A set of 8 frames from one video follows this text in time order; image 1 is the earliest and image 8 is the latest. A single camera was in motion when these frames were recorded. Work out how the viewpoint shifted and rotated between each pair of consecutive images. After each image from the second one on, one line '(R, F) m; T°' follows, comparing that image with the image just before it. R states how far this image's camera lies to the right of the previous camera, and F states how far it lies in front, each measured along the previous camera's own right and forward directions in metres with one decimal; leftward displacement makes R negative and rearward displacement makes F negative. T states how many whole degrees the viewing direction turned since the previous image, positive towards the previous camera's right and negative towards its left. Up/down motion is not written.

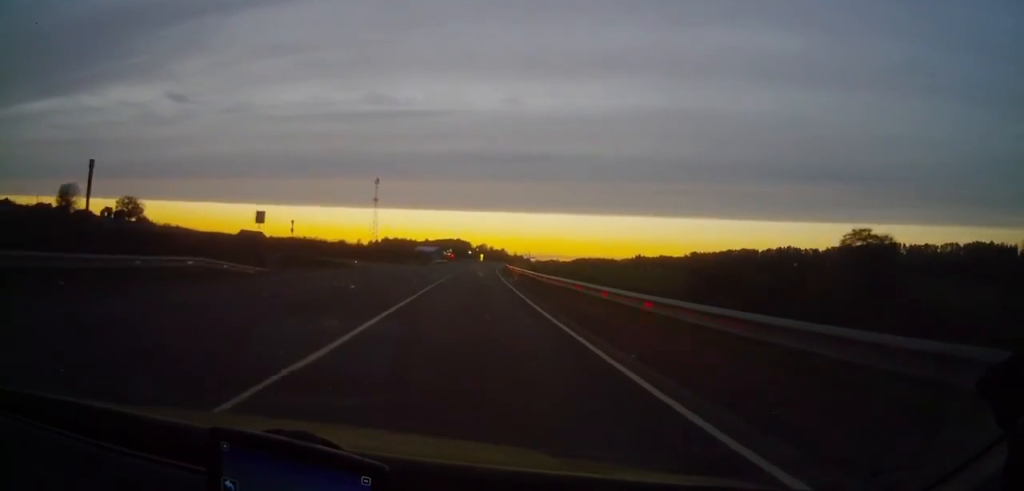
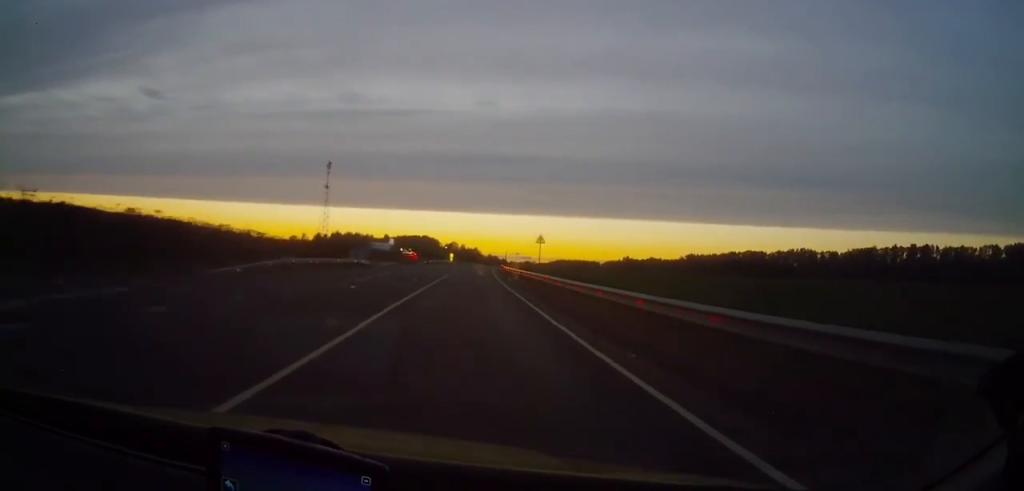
(+1.5, +85.6) m; +2°
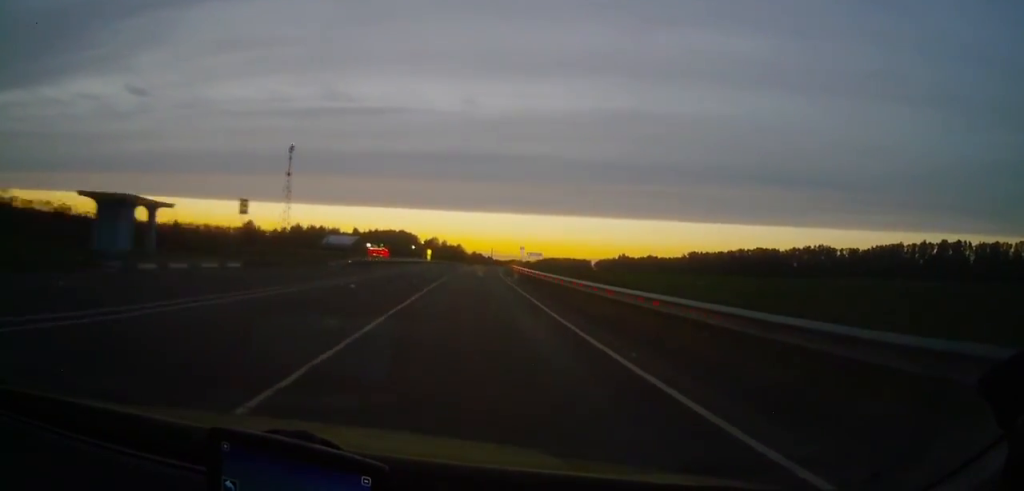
(+0.8, +58.6) m; +2°
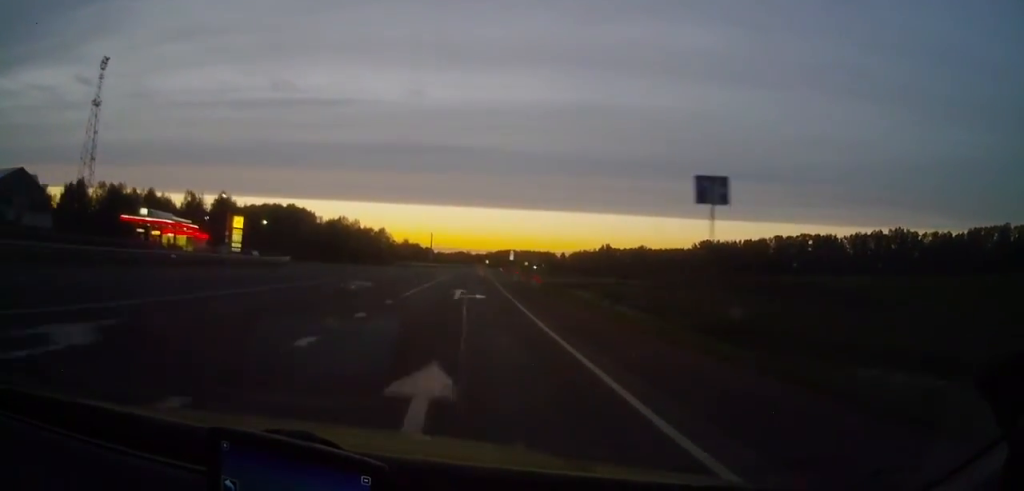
(+7.4, +173.1) m; +4°
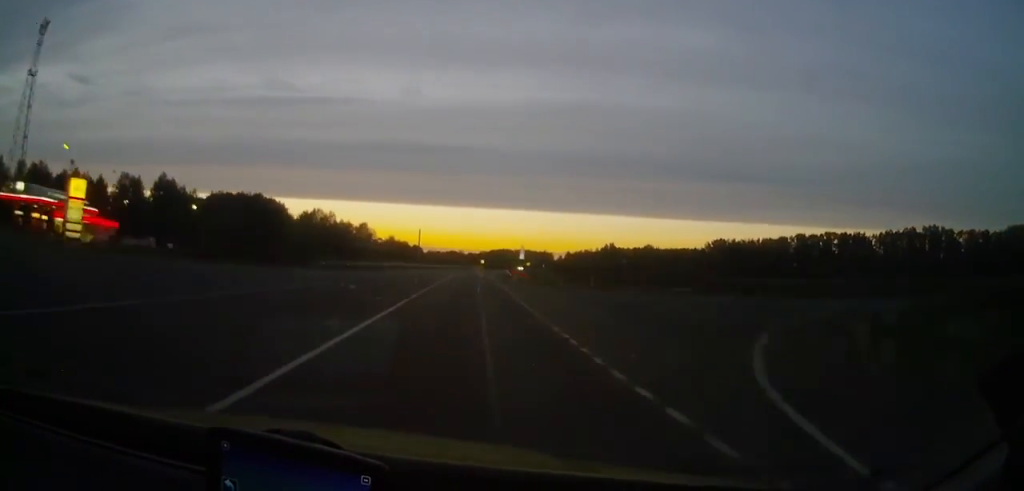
(+0.4, +43.2) m; +1°
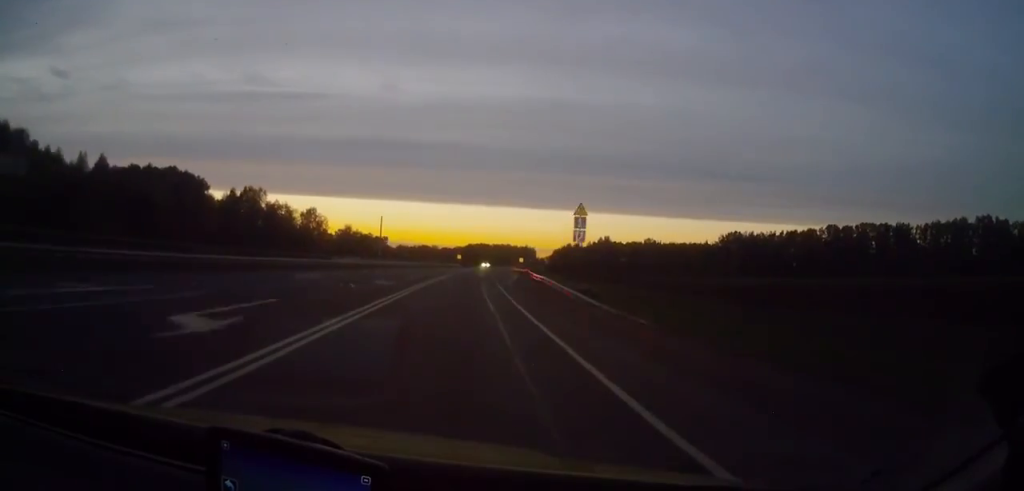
(+0.6, +67.5) m; +2°
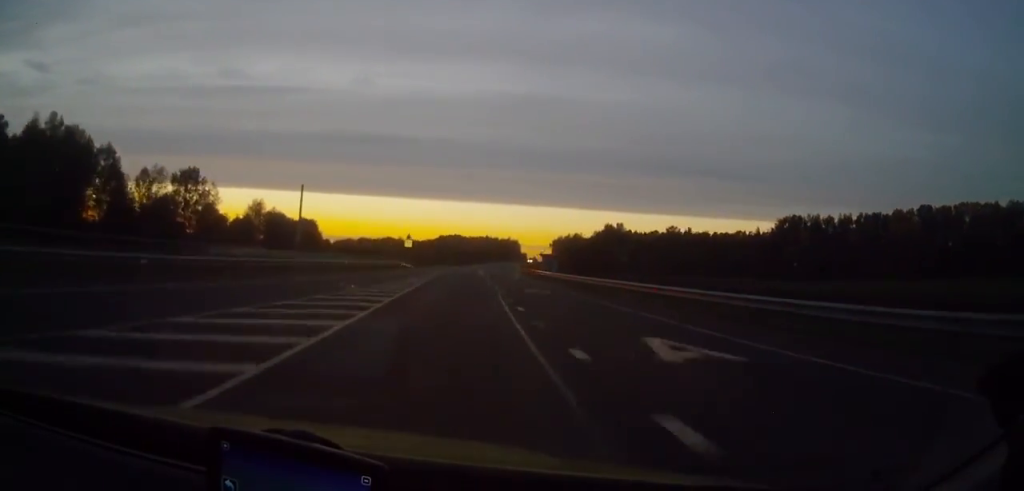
(+2.9, +102.6) m; +3°
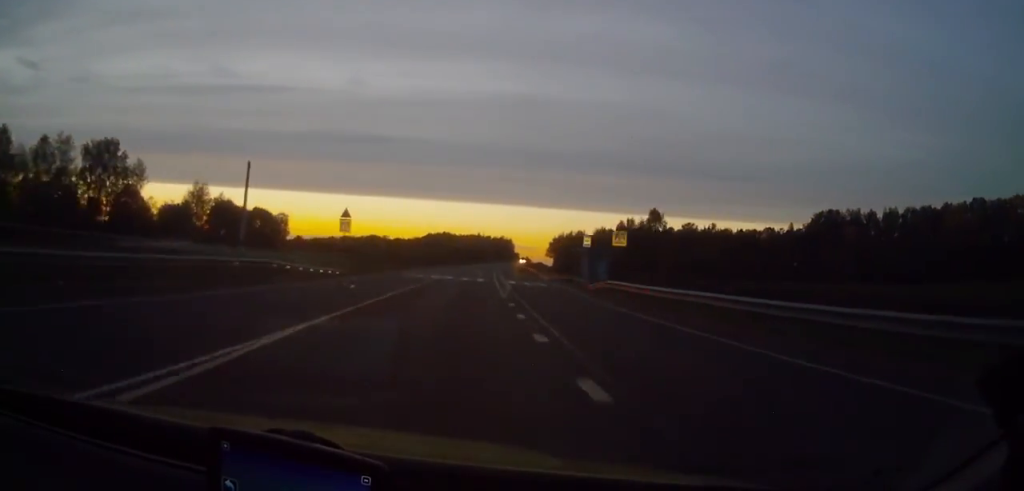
(+0.3, +39.9) m; +1°
